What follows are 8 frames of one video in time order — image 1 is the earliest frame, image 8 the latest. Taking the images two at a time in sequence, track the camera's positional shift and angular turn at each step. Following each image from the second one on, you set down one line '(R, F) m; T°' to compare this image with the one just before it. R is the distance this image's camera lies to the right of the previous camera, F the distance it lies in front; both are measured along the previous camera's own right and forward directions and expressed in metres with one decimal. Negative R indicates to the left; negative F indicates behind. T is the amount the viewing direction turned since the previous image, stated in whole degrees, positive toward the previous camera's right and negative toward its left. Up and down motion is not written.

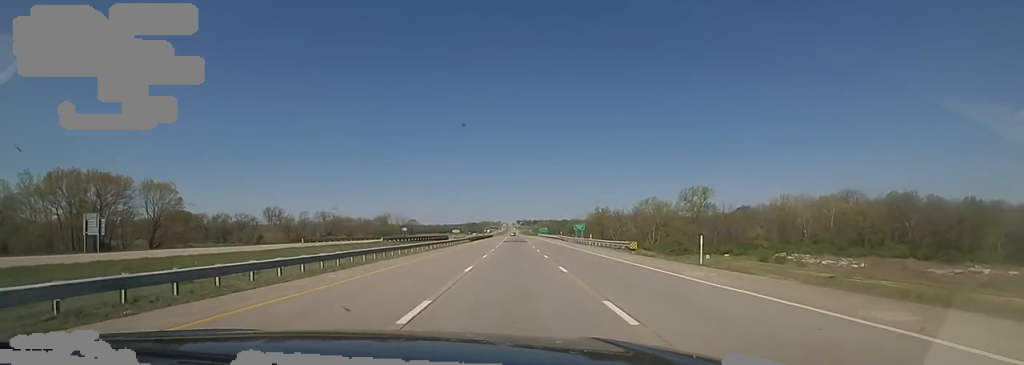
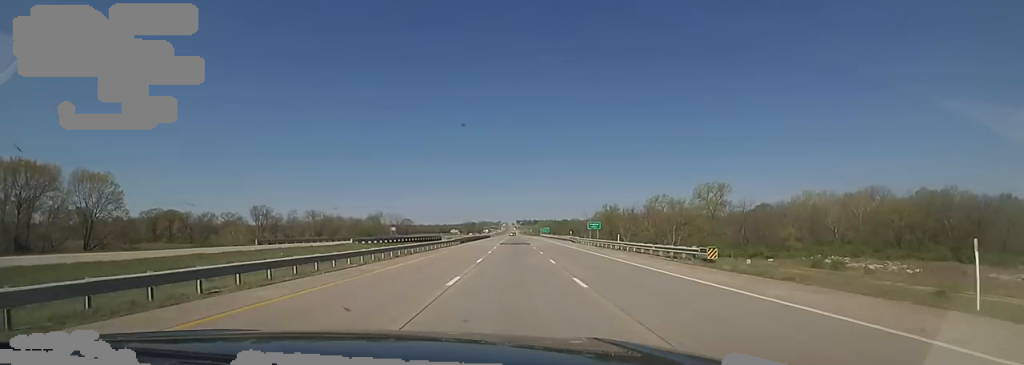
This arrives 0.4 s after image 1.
(0.0, +14.5) m; 0°
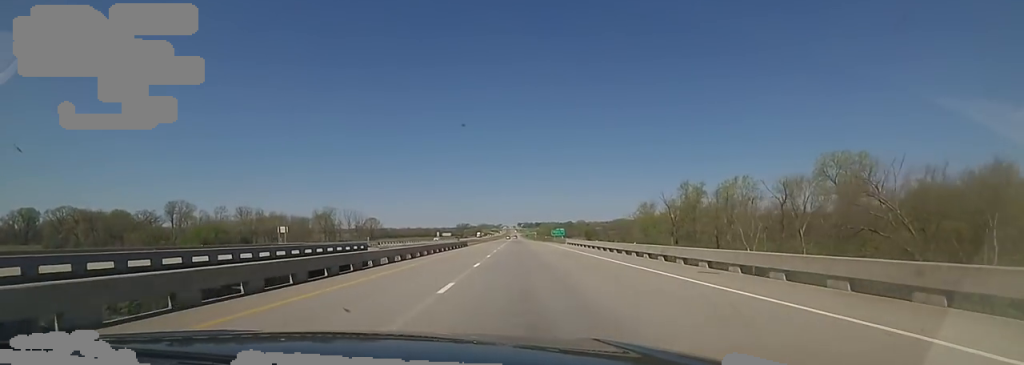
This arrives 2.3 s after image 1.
(0.0, +69.7) m; 0°
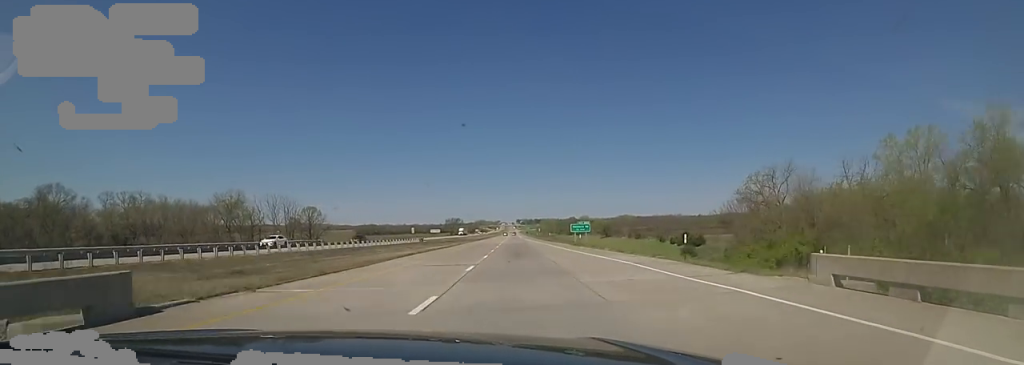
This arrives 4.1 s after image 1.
(0.0, +62.4) m; 0°
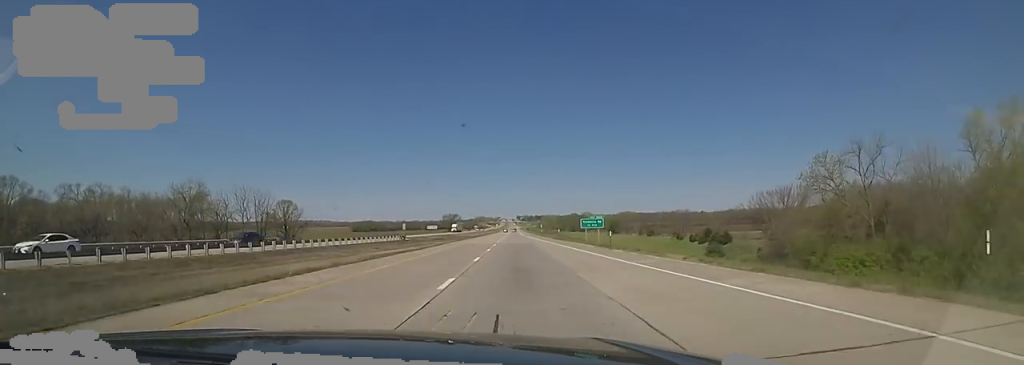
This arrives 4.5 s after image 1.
(0.0, +16.8) m; 0°
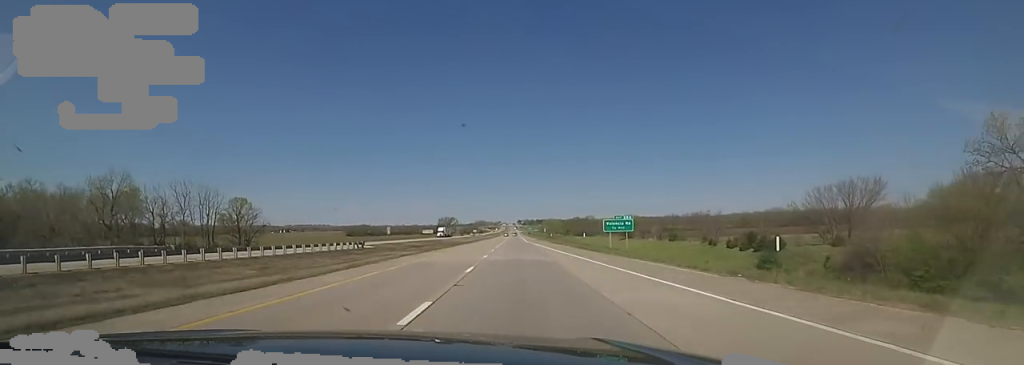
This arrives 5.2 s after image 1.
(0.0, +24.0) m; 0°
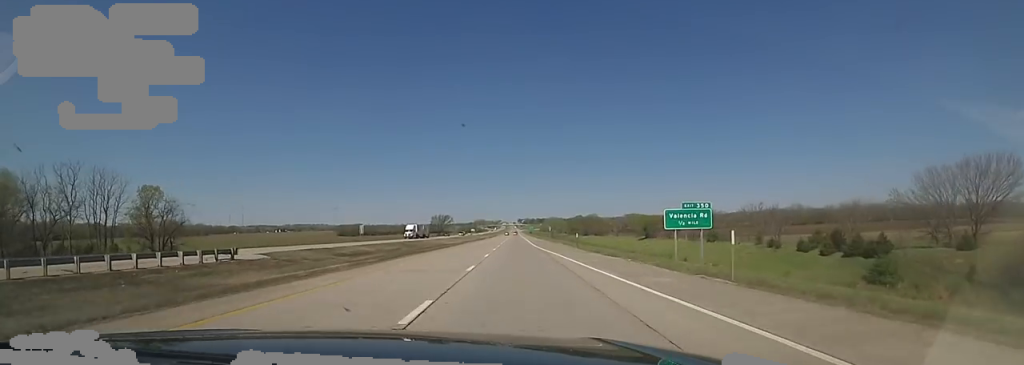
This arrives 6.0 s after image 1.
(0.0, +30.0) m; 0°
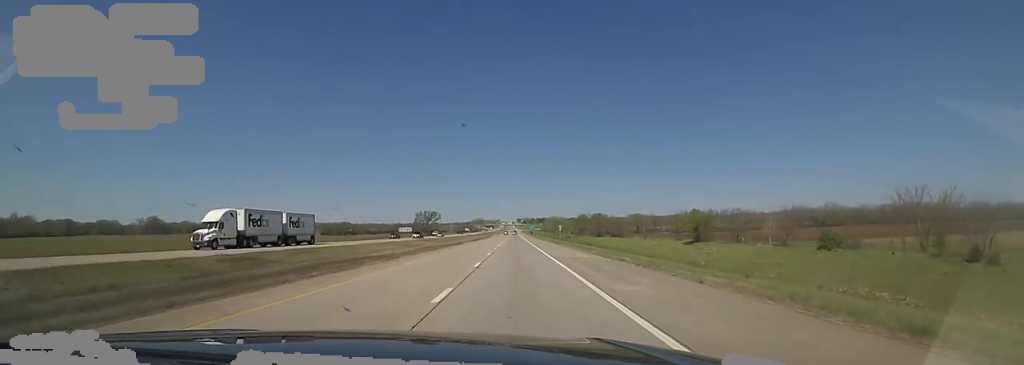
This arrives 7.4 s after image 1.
(+1.0, +47.8) m; +2°
